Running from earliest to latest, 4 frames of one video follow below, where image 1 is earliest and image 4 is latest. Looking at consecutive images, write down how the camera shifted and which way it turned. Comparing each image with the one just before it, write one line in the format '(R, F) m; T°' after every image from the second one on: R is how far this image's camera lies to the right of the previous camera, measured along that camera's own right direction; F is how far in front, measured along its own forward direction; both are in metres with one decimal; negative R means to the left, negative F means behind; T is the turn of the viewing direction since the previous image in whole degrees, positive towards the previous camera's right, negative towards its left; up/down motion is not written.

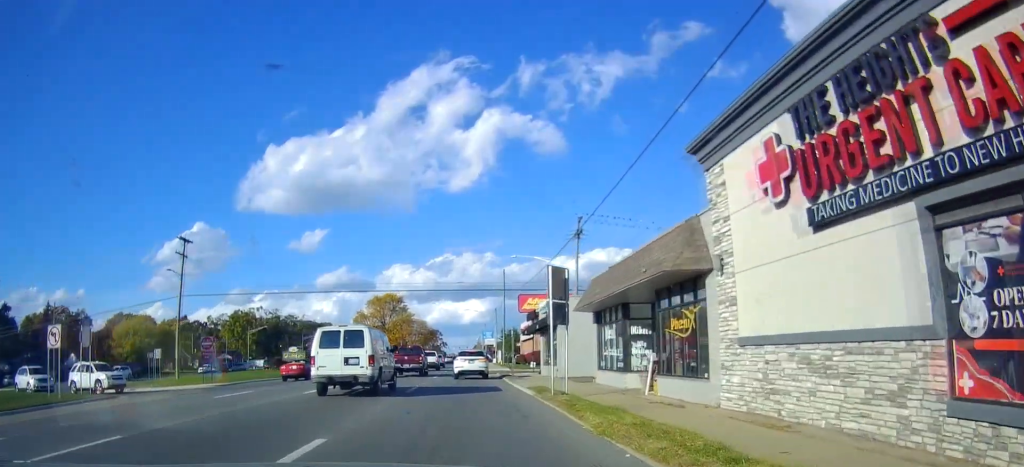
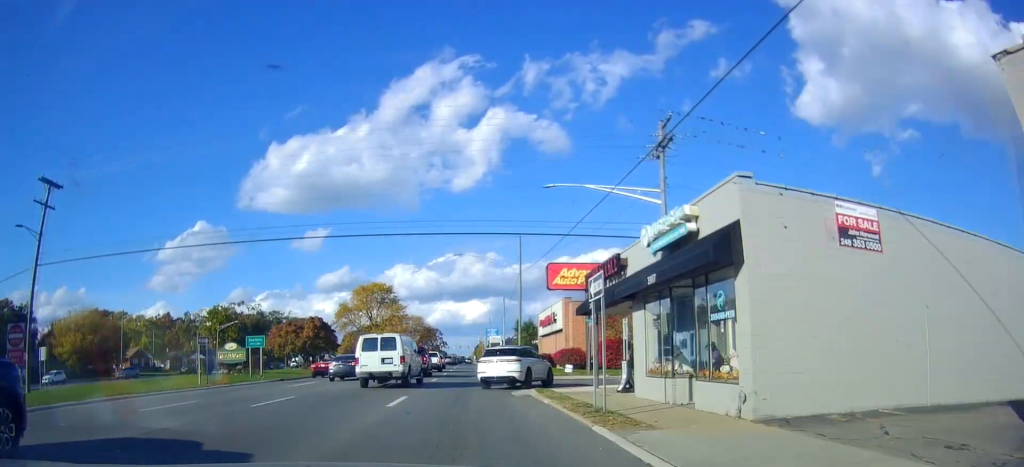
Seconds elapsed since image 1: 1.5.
(-0.4, +21.4) m; -1°
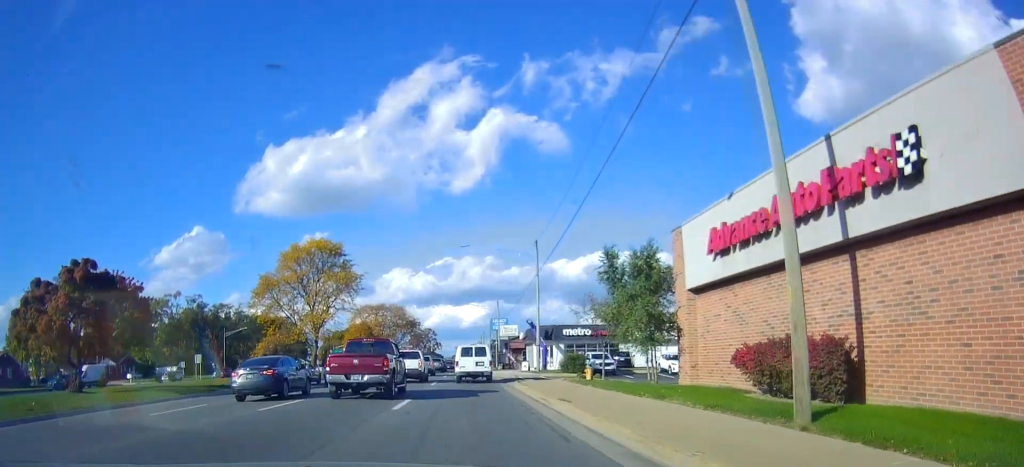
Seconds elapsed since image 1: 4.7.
(-0.1, +44.3) m; +1°
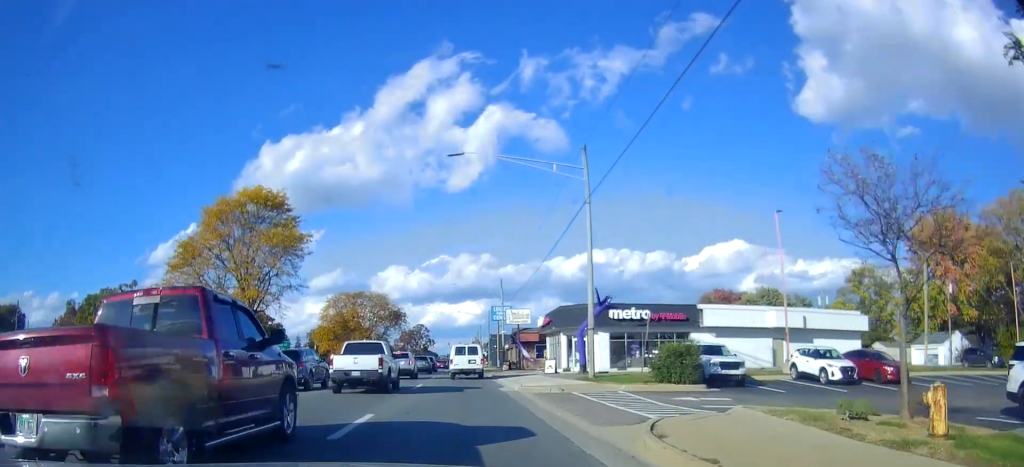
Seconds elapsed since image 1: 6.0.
(-0.8, +20.6) m; -2°
